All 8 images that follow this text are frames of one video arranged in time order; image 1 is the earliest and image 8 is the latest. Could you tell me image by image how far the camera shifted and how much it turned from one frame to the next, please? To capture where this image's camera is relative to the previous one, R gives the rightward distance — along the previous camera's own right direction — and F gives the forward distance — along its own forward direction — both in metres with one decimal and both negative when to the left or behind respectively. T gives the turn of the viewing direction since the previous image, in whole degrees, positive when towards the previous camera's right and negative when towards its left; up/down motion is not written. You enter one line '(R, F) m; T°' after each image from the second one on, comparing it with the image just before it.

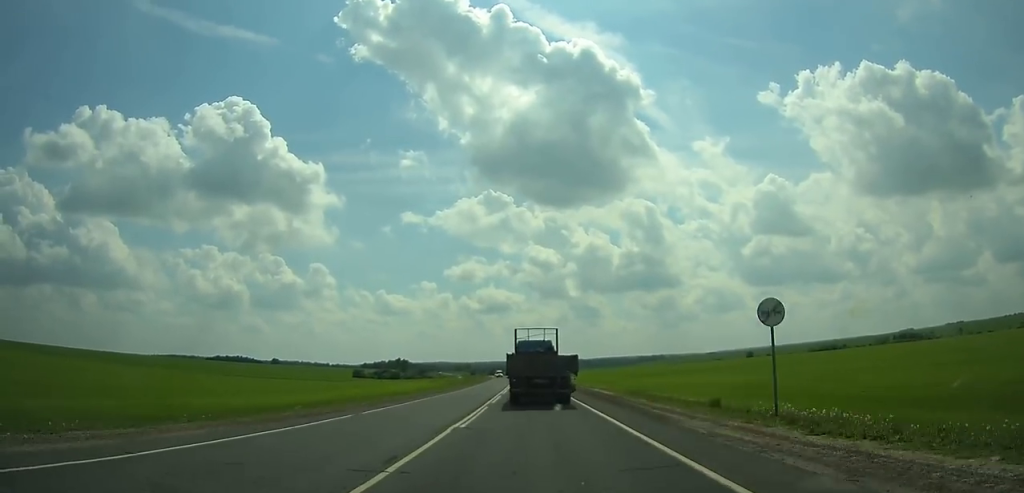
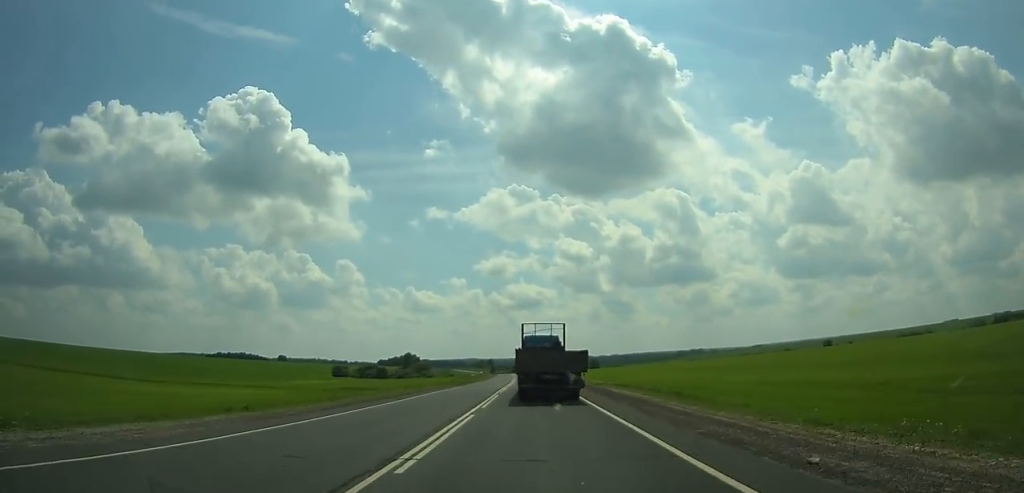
(-3.4, +137.8) m; -3°
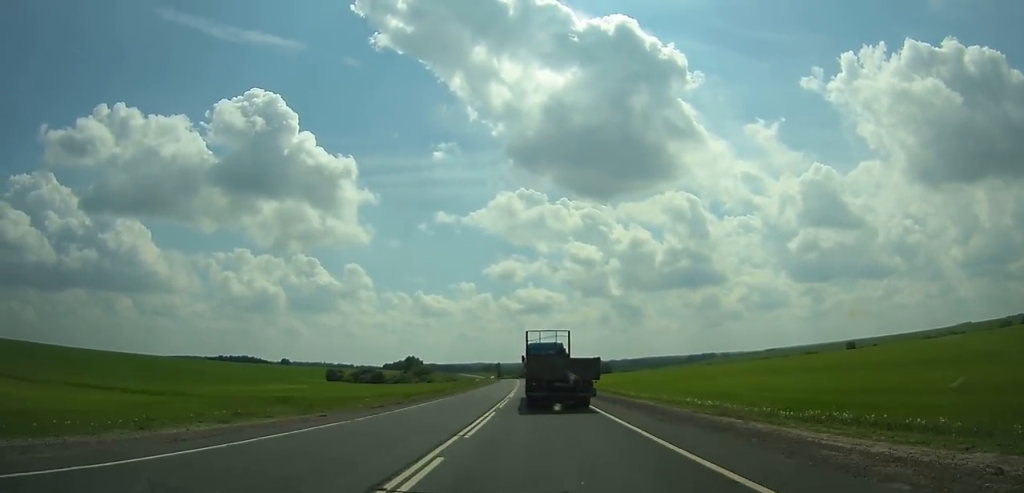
(-0.2, +30.4) m; -1°
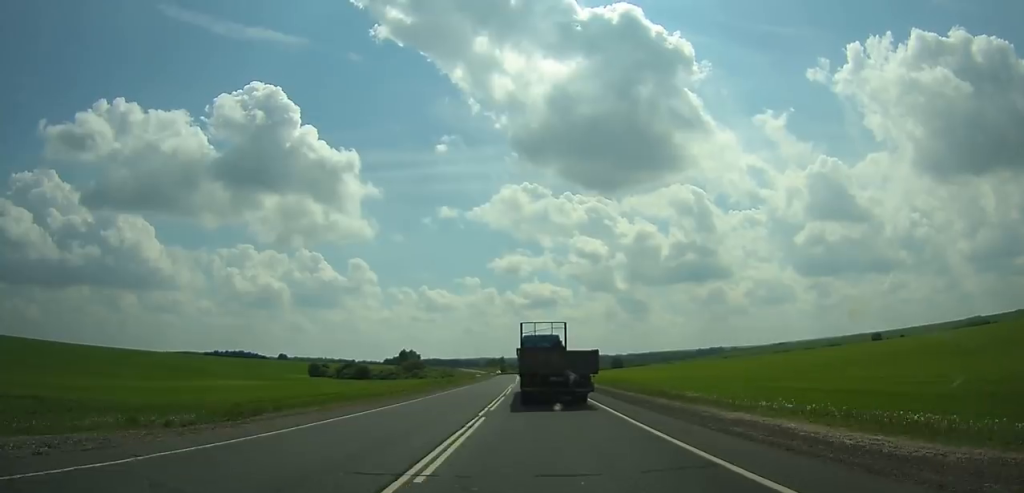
(-0.2, +39.5) m; -1°
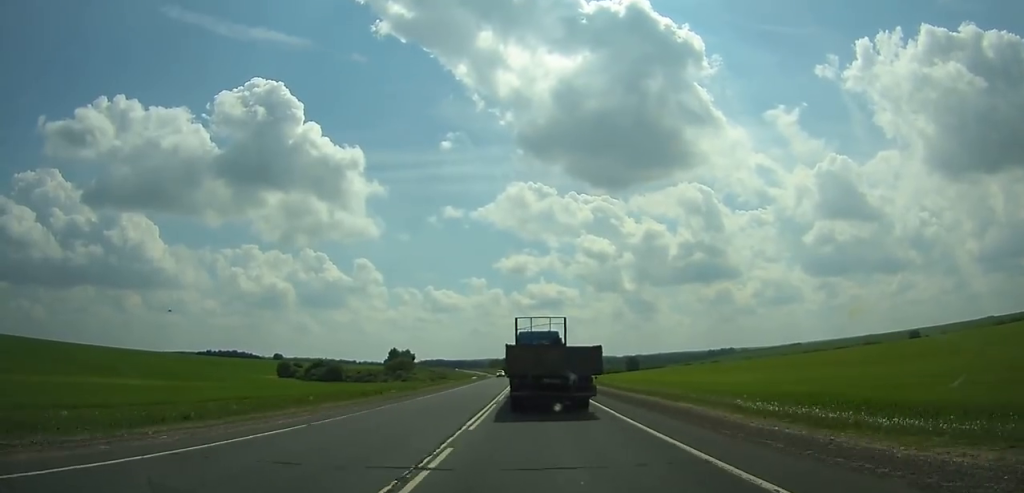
(-0.5, +51.7) m; -1°
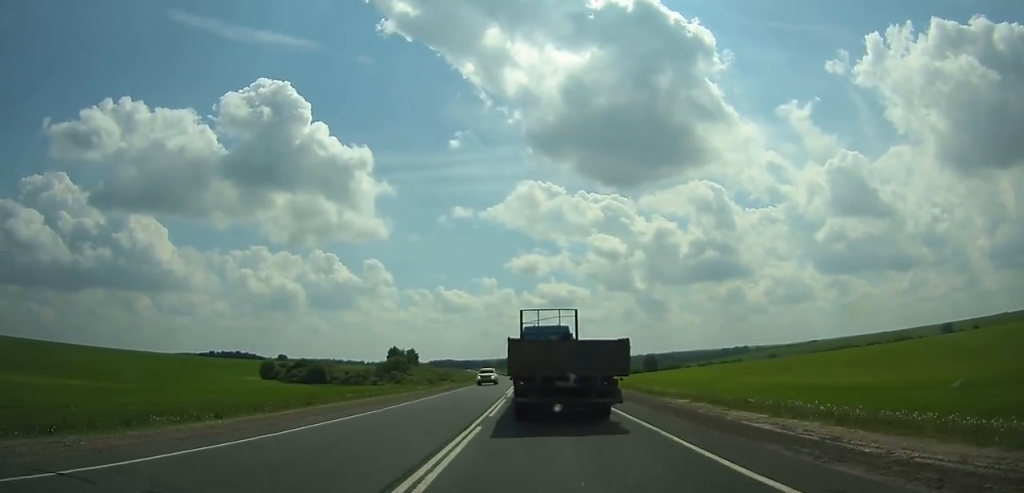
(-0.3, +30.8) m; -1°
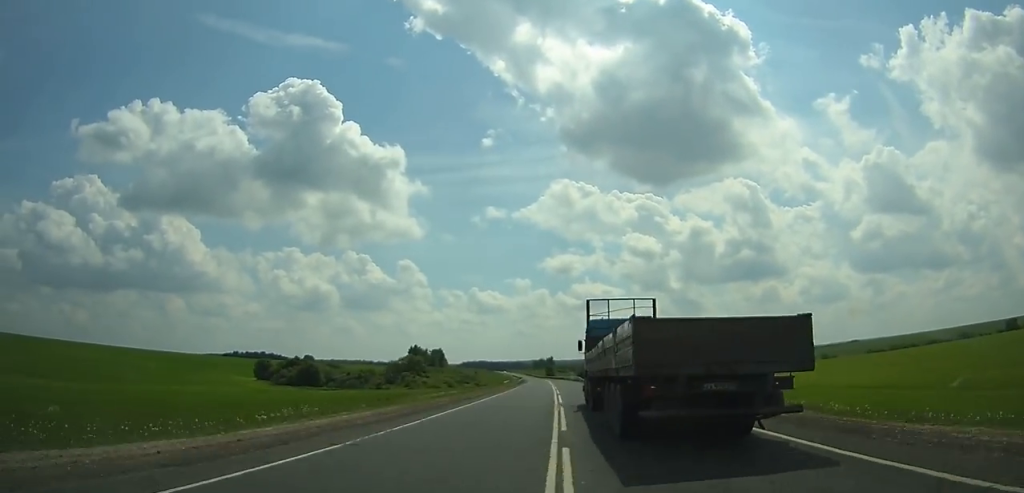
(-0.3, +40.0) m; -1°
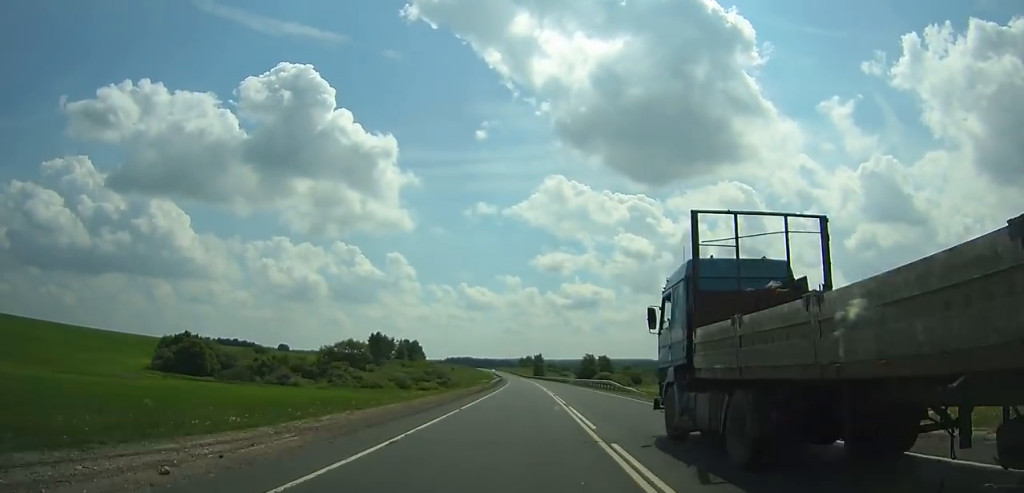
(-0.4, +55.9) m; 0°
